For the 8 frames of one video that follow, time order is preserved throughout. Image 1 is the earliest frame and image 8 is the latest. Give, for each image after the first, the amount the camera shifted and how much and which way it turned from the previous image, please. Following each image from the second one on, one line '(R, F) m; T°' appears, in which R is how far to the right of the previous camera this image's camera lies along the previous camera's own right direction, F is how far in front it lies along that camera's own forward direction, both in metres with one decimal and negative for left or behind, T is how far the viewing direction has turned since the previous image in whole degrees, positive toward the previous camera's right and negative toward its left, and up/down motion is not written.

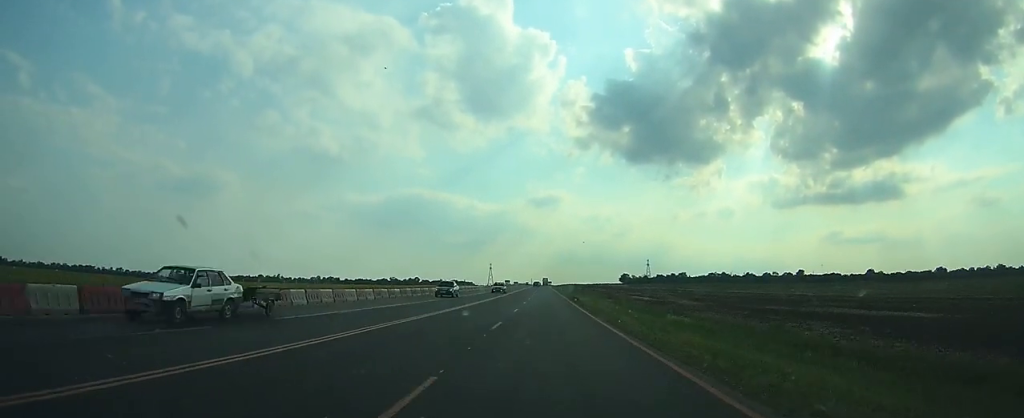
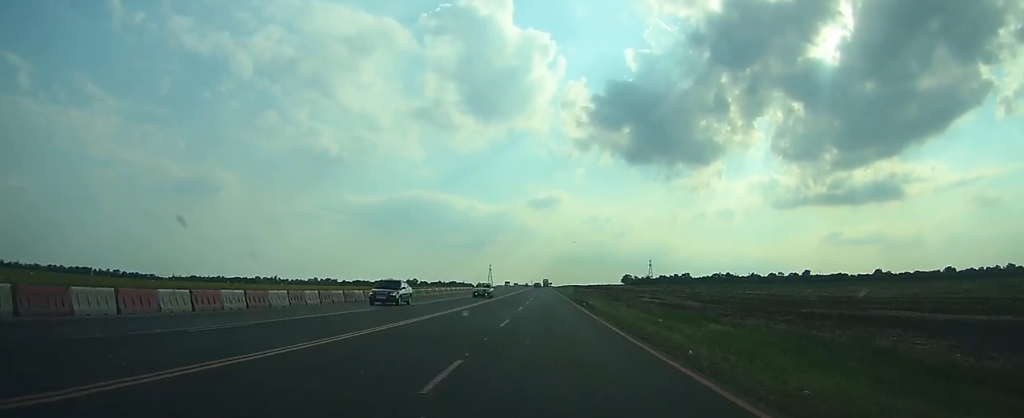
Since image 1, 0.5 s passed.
(0.0, +10.1) m; 0°
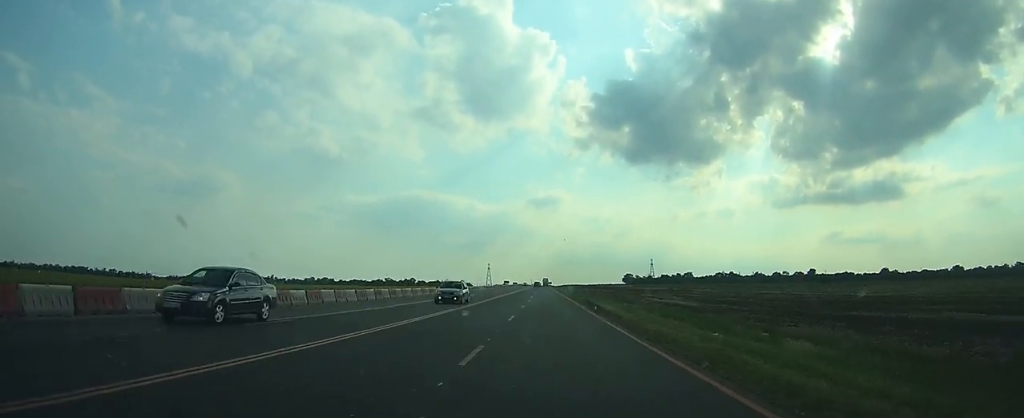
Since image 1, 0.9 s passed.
(0.0, +9.4) m; 0°
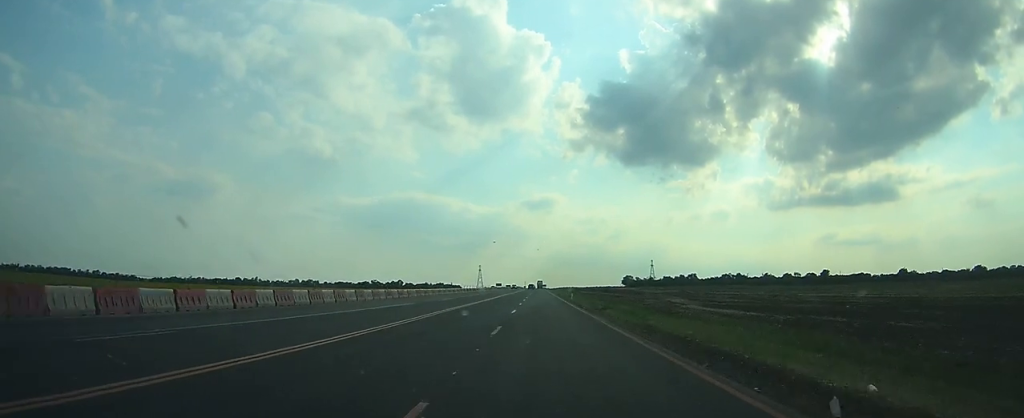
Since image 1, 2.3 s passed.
(0.0, +29.9) m; 0°
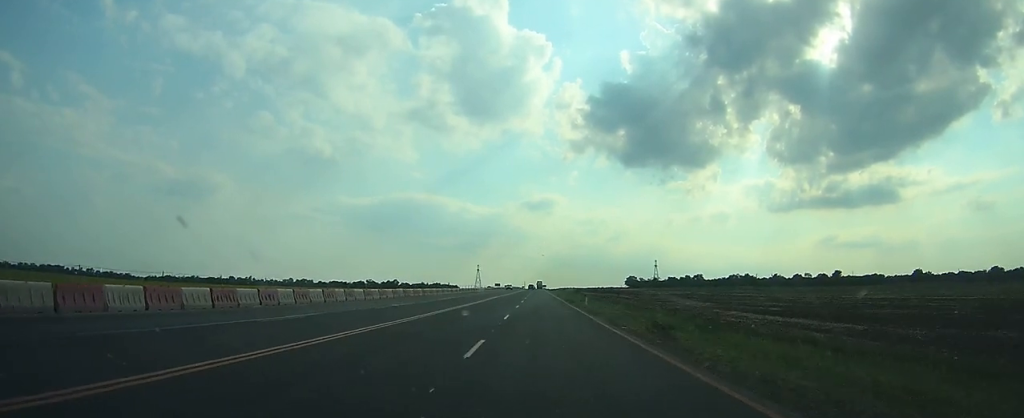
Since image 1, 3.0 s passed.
(0.0, +16.8) m; 0°
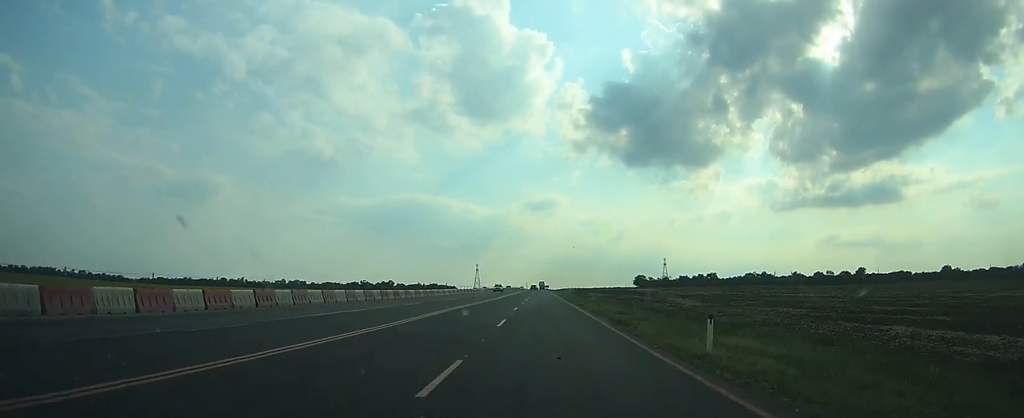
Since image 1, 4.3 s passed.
(0.0, +27.3) m; 0°
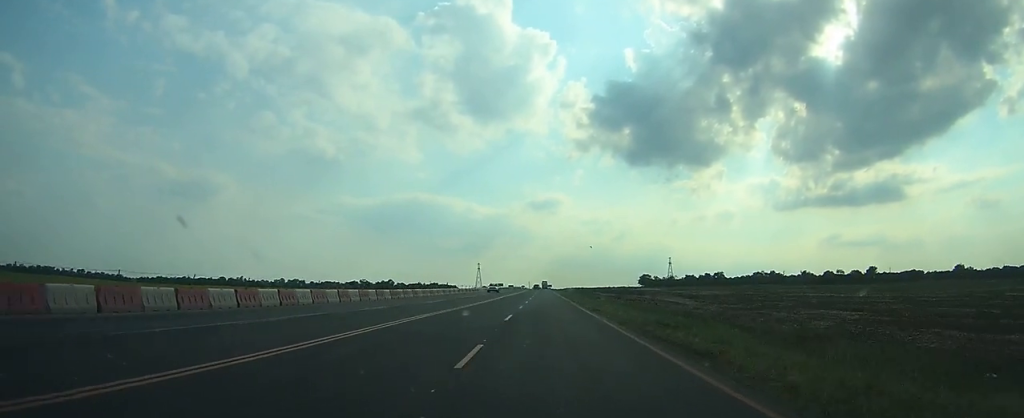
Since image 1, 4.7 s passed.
(0.0, +9.6) m; 0°
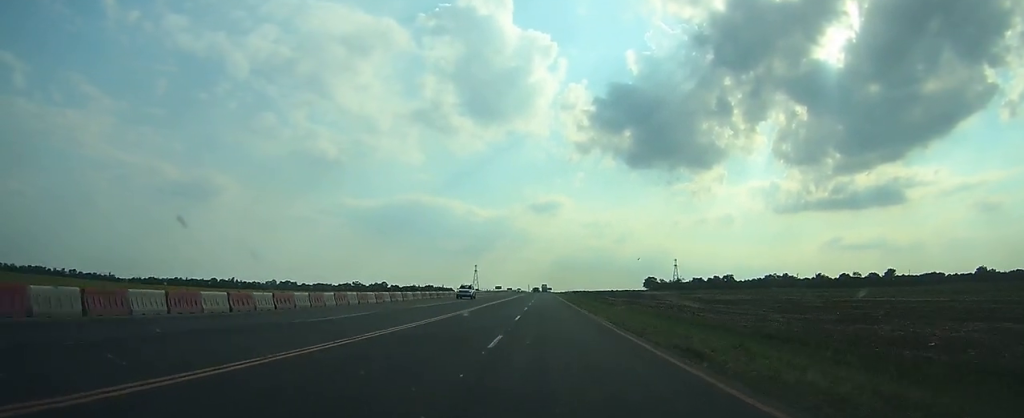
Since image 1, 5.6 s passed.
(0.0, +20.1) m; 0°
